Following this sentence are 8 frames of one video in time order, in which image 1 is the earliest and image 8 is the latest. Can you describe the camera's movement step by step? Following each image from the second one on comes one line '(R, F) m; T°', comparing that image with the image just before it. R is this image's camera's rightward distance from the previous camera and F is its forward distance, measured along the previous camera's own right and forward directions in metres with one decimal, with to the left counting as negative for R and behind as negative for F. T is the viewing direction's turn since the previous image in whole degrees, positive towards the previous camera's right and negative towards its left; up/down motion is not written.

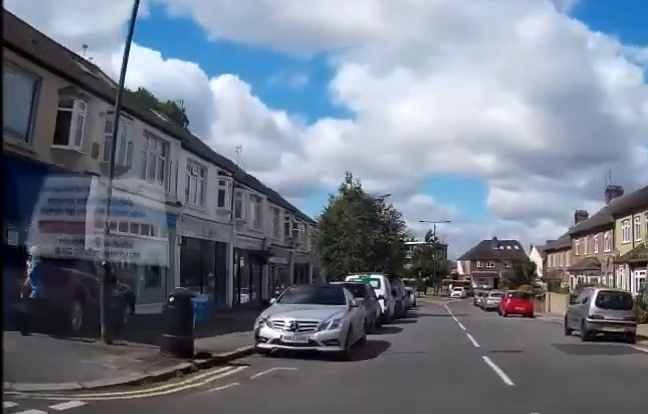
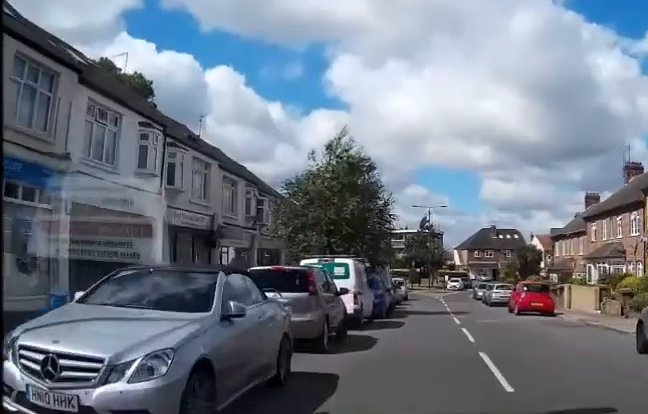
(0.0, +7.1) m; 0°
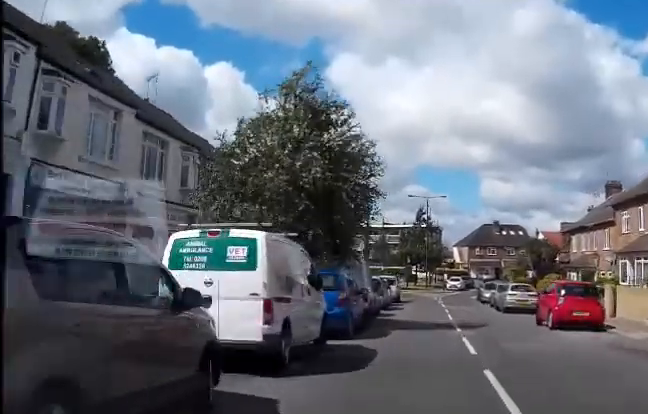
(0.0, +8.5) m; -1°
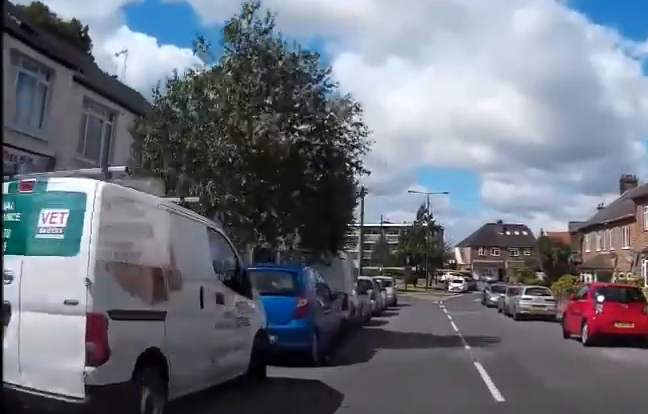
(-0.1, +4.2) m; 0°
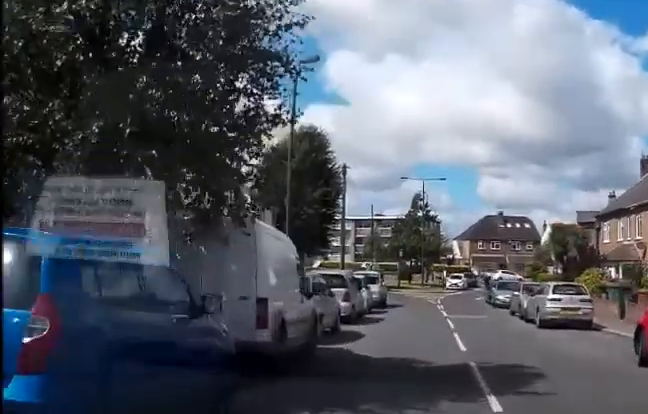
(0.0, +6.8) m; 0°
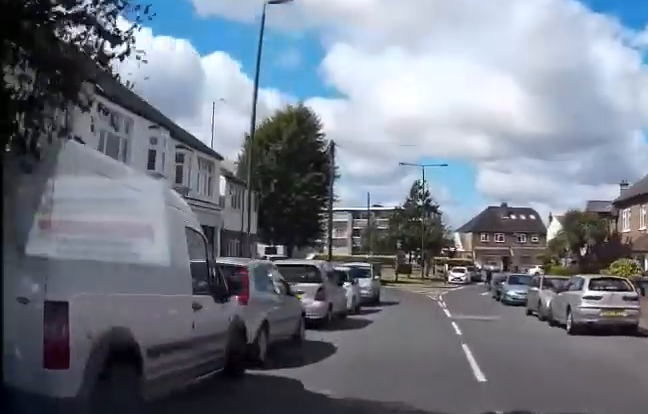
(0.0, +4.3) m; 0°
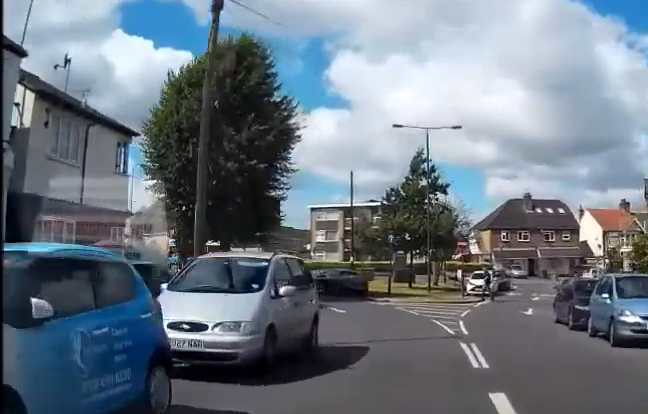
(-0.4, +16.0) m; -5°
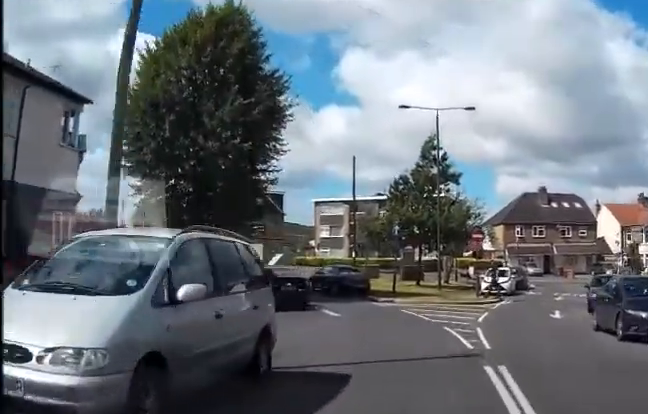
(-0.1, +3.7) m; -2°
